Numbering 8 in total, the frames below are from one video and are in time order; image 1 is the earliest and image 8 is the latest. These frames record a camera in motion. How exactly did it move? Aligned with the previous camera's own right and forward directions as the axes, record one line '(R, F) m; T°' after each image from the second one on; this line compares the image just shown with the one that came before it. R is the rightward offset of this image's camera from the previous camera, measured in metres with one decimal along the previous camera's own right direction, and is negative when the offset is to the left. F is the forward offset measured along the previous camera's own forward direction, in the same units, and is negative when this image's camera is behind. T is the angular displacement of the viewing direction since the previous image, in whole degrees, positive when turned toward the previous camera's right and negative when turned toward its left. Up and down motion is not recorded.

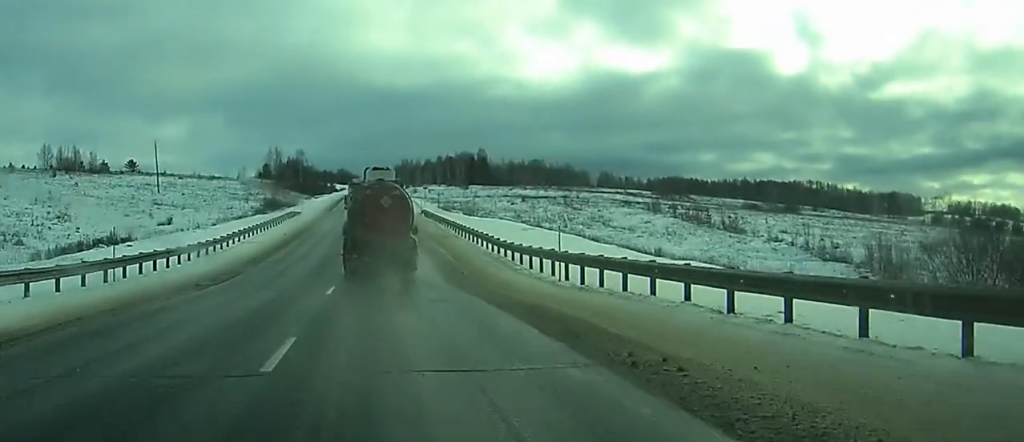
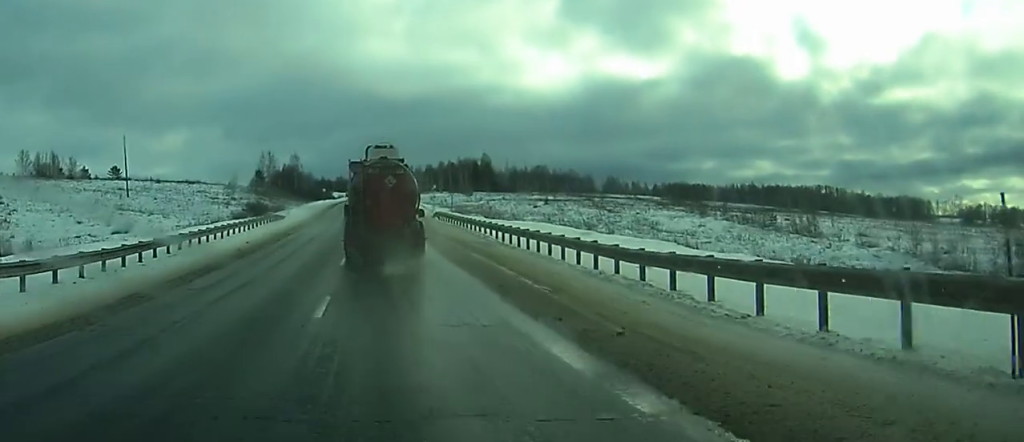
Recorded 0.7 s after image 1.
(0.0, +18.2) m; 0°
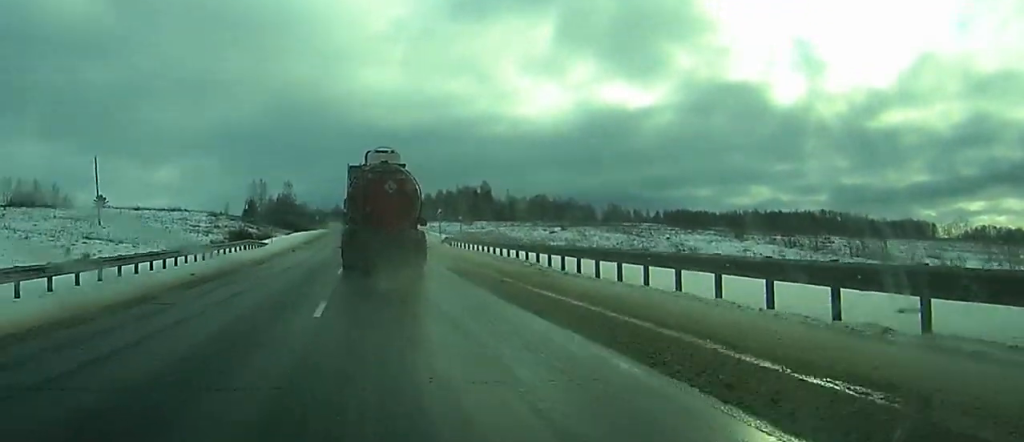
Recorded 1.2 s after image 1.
(0.0, +12.3) m; 0°
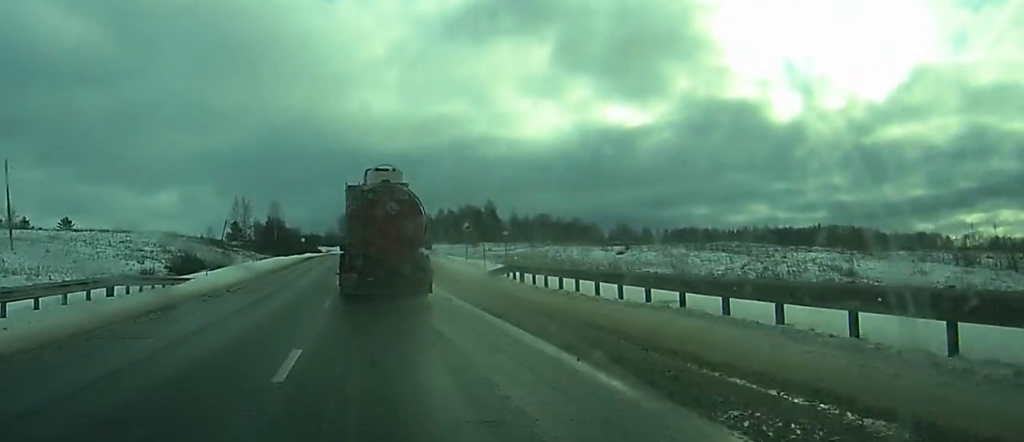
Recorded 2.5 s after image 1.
(+0.1, +29.1) m; 0°
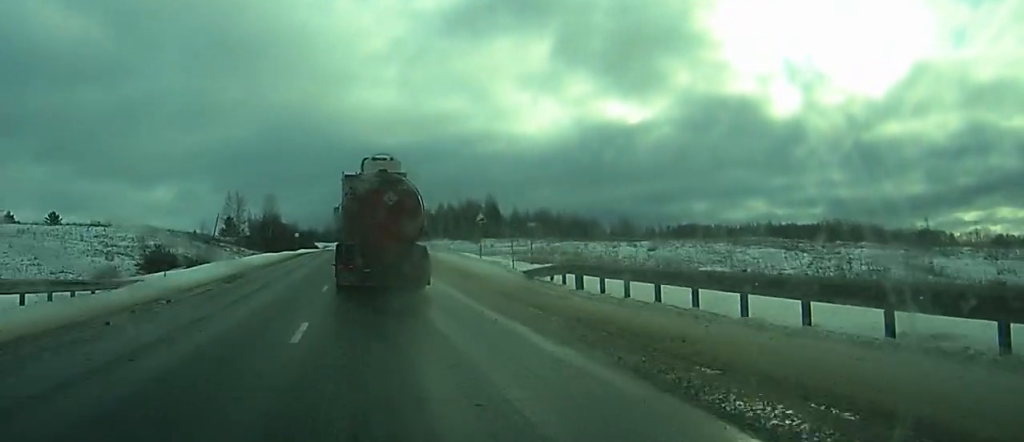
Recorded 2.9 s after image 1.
(0.0, +9.0) m; 0°
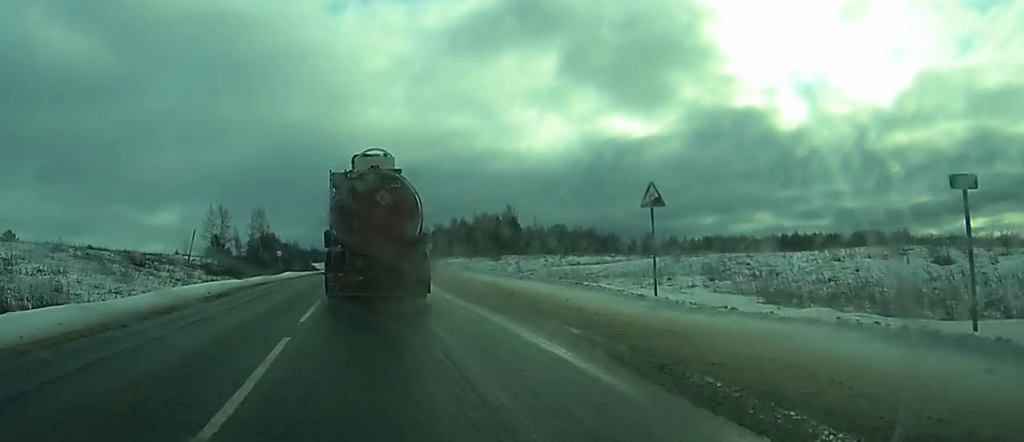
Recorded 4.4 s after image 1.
(0.0, +33.9) m; 0°
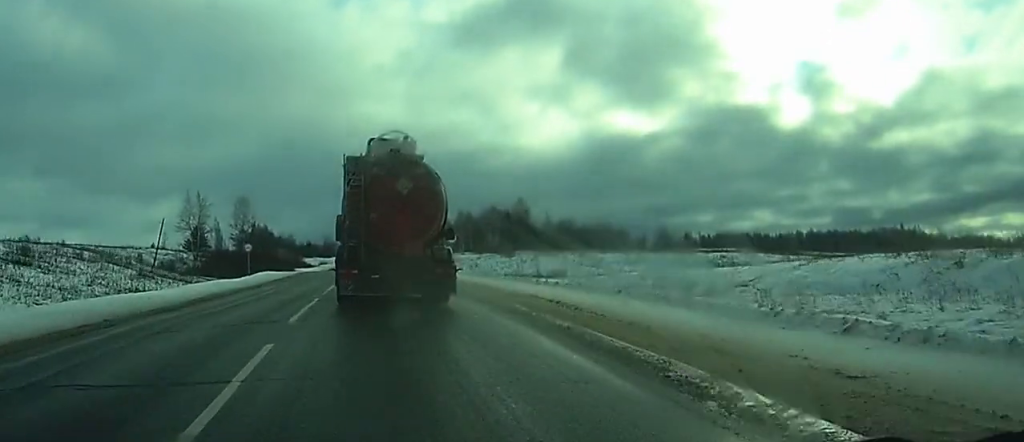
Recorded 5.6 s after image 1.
(+0.1, +24.4) m; +6°
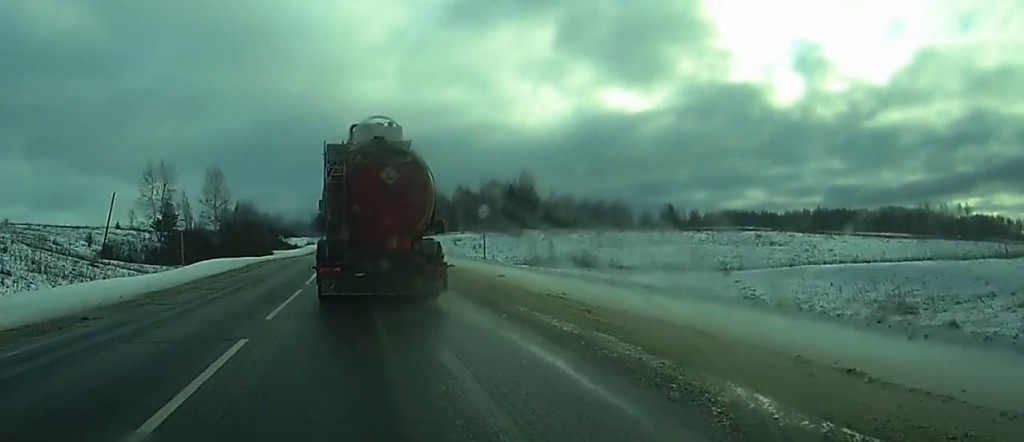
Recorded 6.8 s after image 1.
(+3.0, +21.6) m; +1°
